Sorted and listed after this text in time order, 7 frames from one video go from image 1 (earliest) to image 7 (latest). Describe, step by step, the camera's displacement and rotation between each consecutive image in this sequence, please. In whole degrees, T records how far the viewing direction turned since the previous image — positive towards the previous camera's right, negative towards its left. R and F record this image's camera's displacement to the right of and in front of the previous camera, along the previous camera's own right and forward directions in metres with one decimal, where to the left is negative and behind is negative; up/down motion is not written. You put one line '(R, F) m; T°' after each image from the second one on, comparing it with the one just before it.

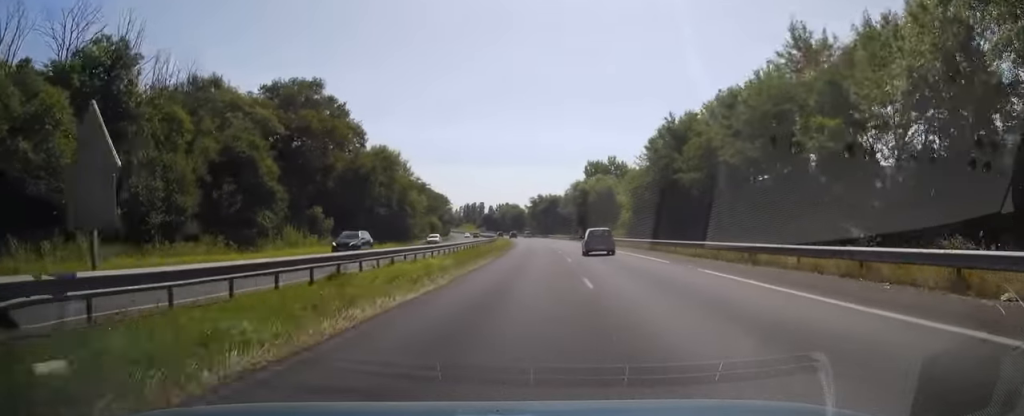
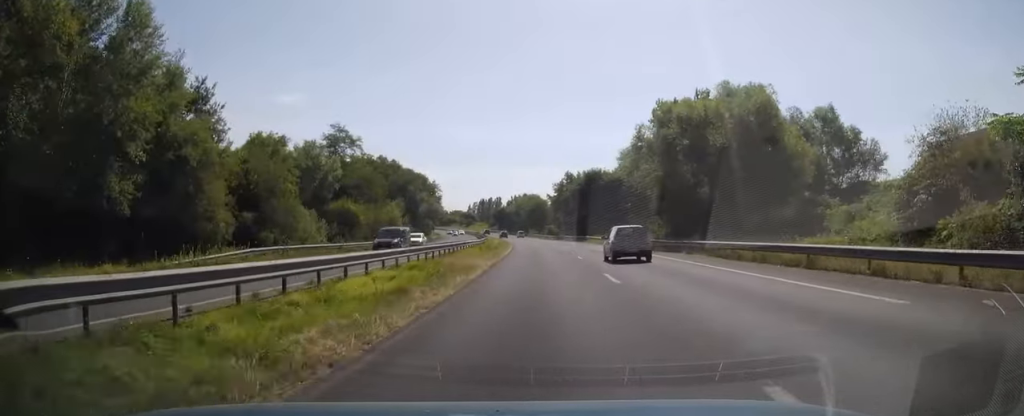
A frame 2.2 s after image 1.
(-1.0, +66.8) m; -1°
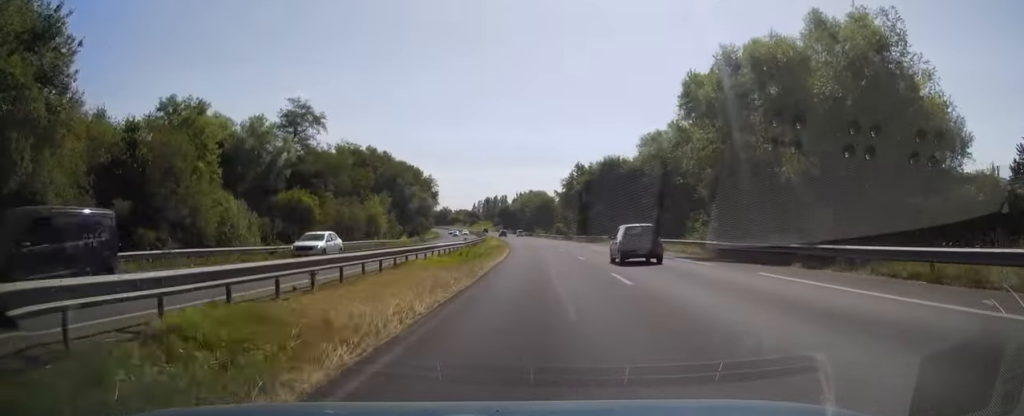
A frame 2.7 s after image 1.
(+0.1, +14.5) m; 0°
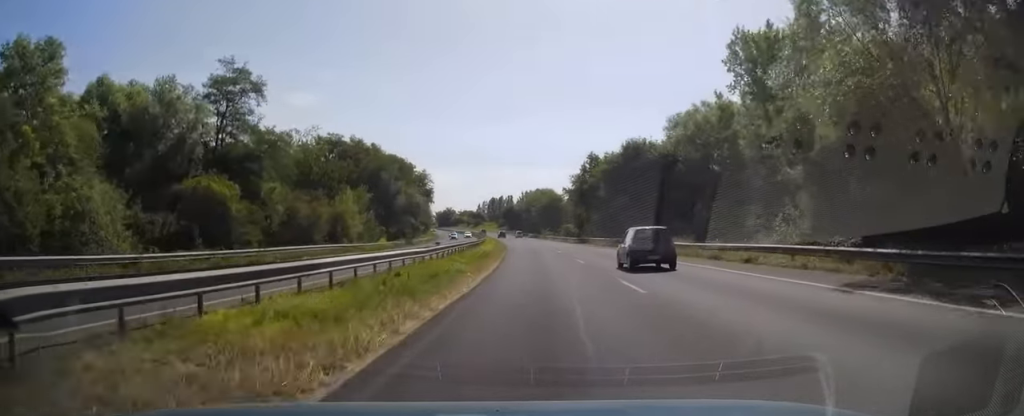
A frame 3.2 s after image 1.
(-0.1, +15.0) m; -1°
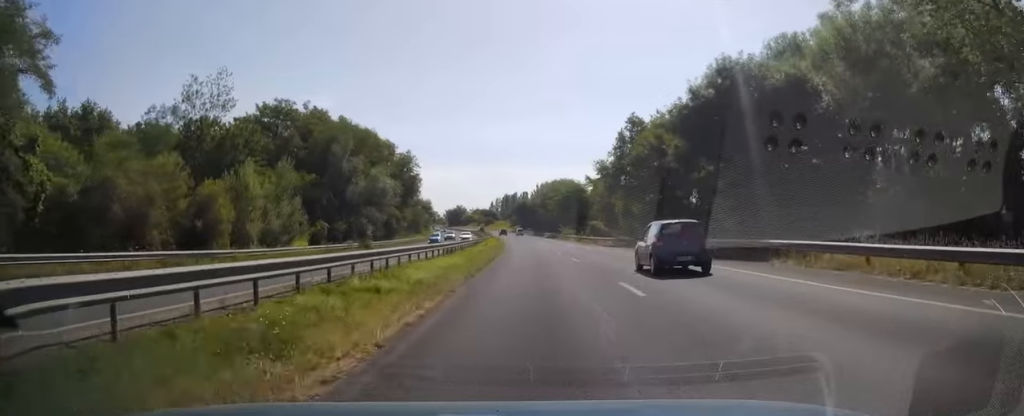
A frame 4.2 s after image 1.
(-0.5, +28.5) m; -2°
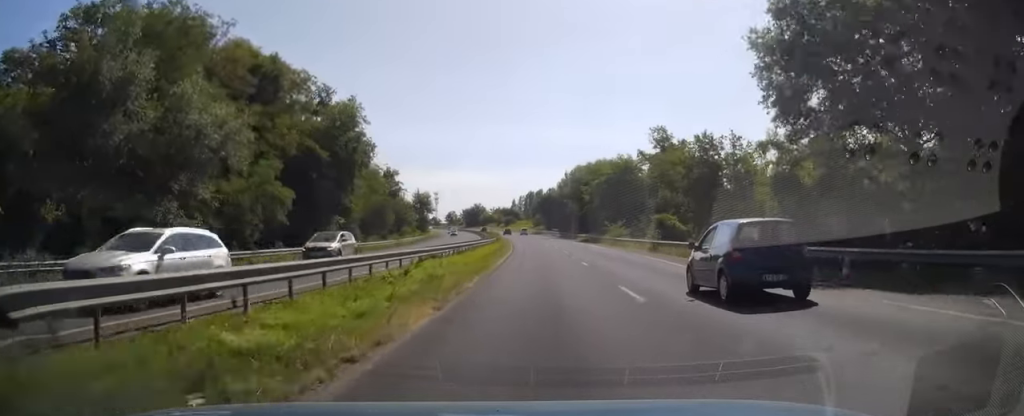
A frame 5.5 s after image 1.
(-0.9, +40.4) m; -2°
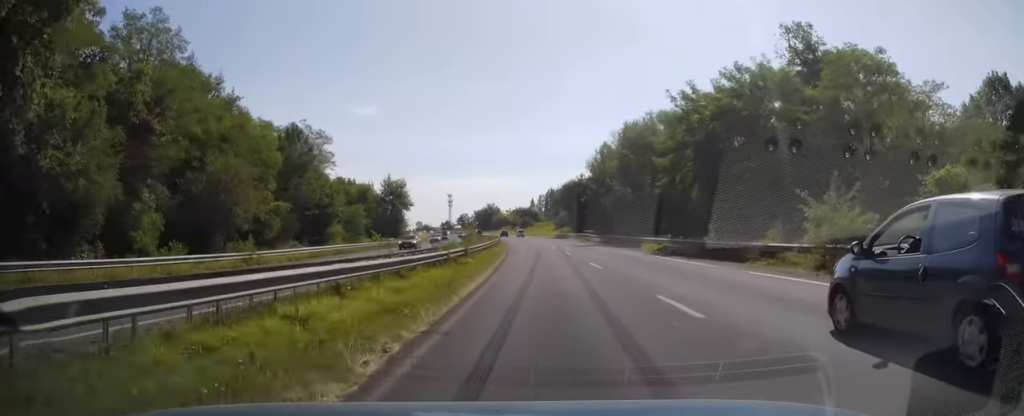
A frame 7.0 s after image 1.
(-0.7, +43.8) m; -2°
